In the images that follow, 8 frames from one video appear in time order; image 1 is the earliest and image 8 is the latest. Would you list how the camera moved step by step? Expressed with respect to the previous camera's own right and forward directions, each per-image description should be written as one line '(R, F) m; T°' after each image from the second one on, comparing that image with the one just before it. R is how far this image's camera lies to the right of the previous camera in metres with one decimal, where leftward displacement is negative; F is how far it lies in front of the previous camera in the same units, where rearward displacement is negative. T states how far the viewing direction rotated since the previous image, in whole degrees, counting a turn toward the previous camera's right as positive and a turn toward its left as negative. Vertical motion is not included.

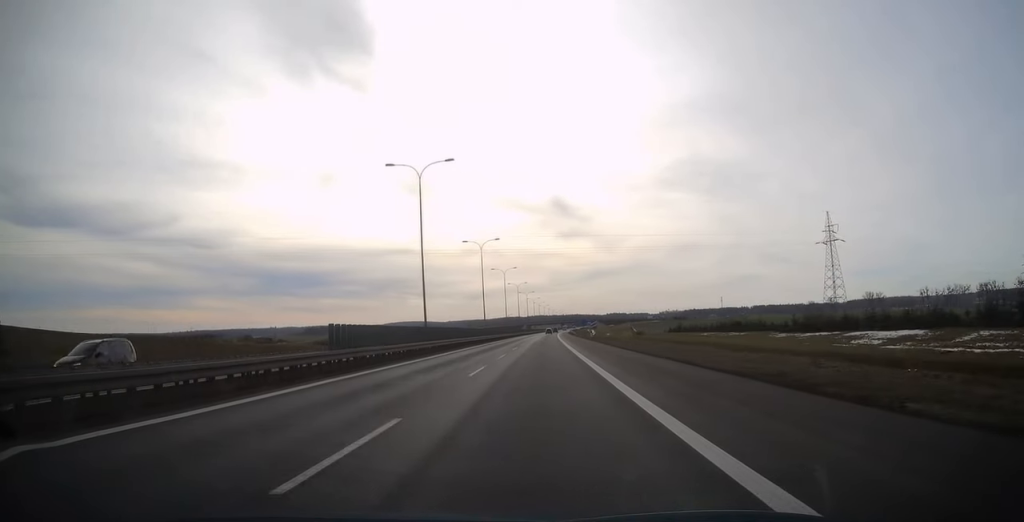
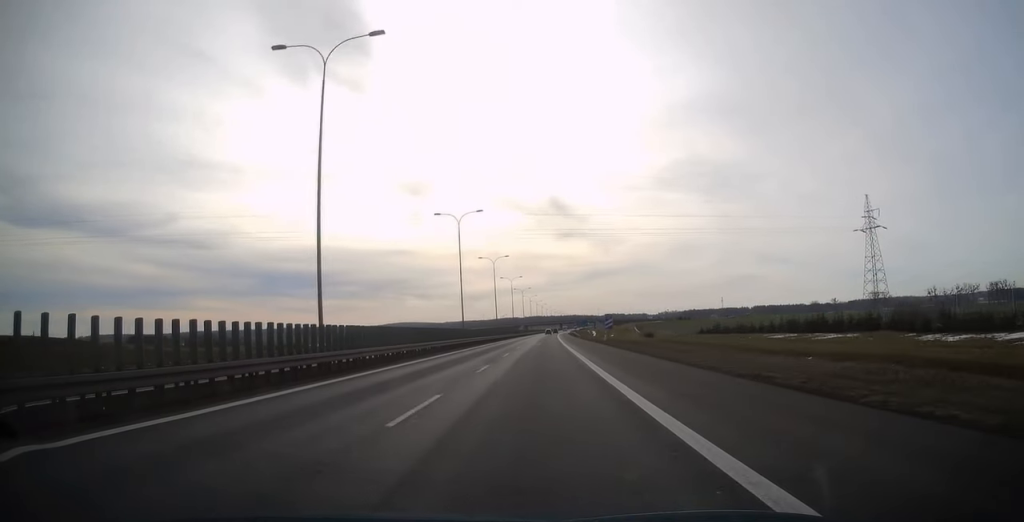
(0.0, +21.0) m; 0°
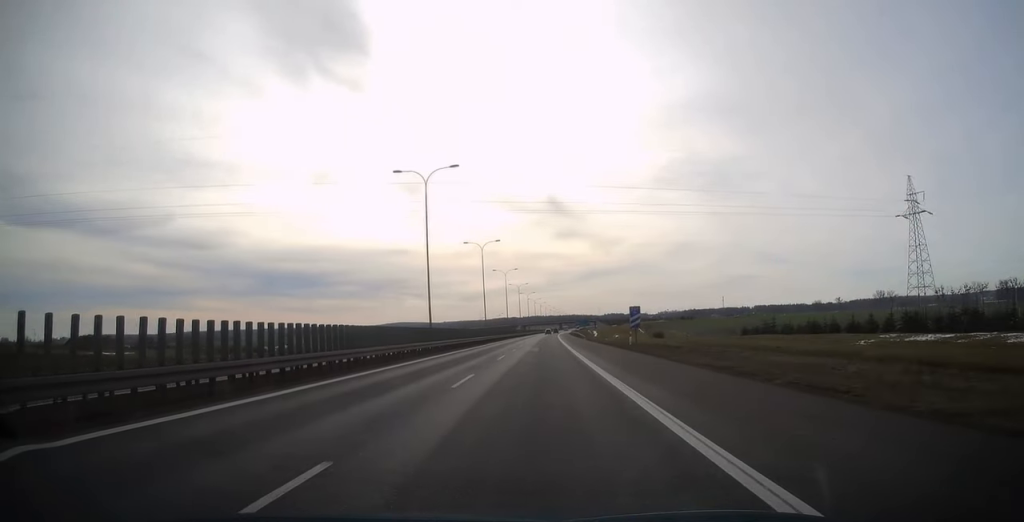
(0.0, +17.9) m; 0°
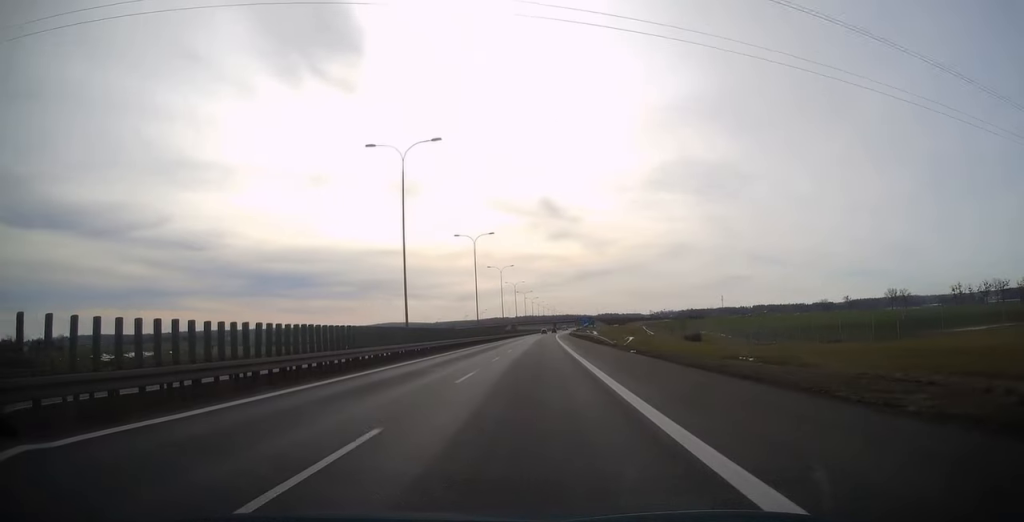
(+0.2, +46.4) m; 0°
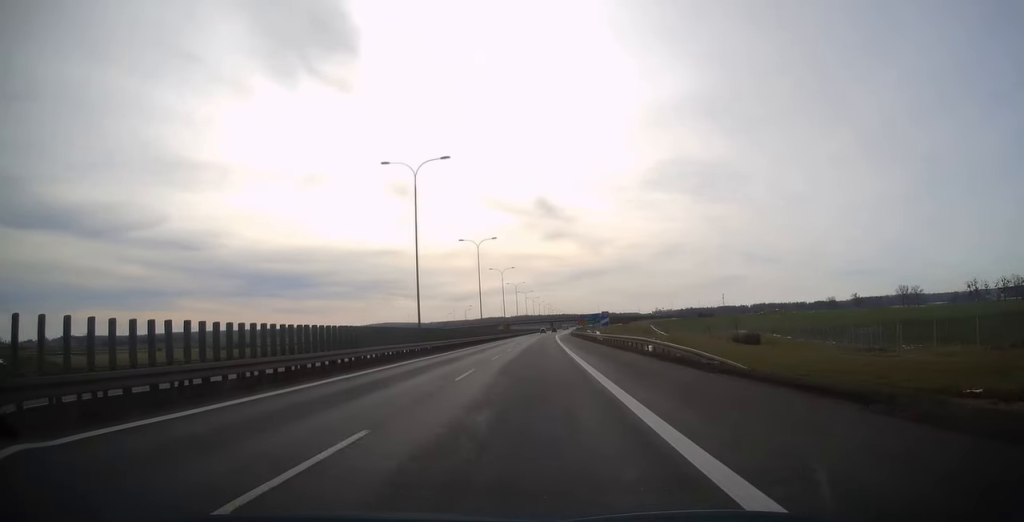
(+0.1, +35.2) m; 0°
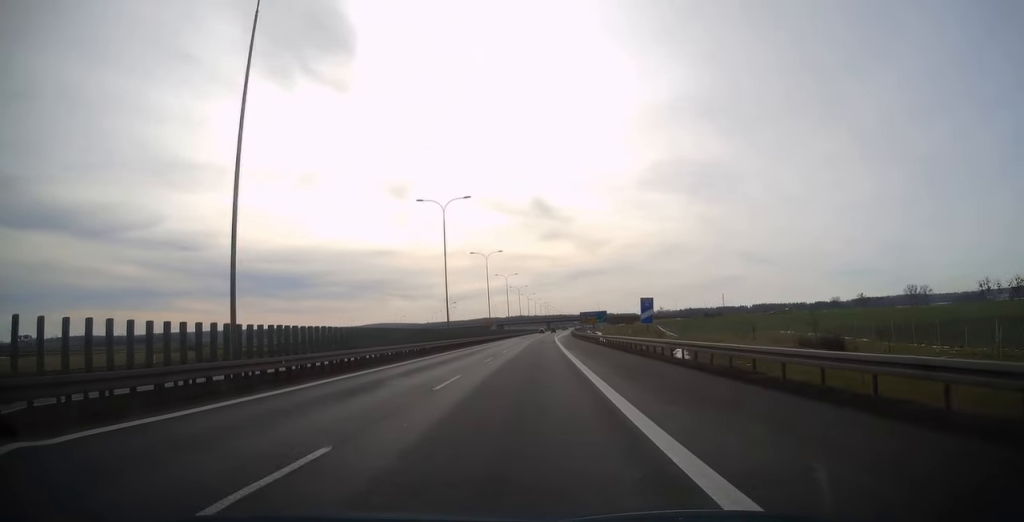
(+0.1, +26.5) m; 0°
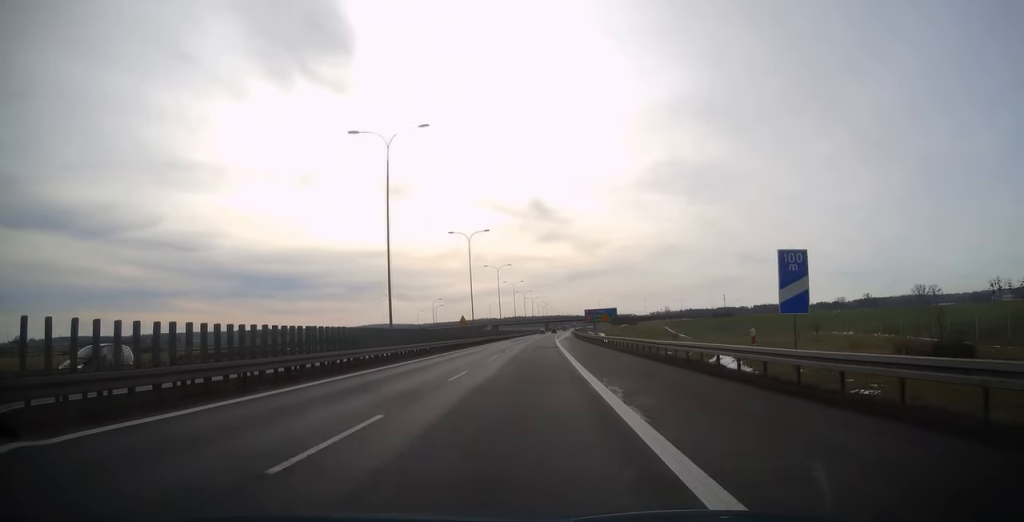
(0.0, +21.0) m; 0°
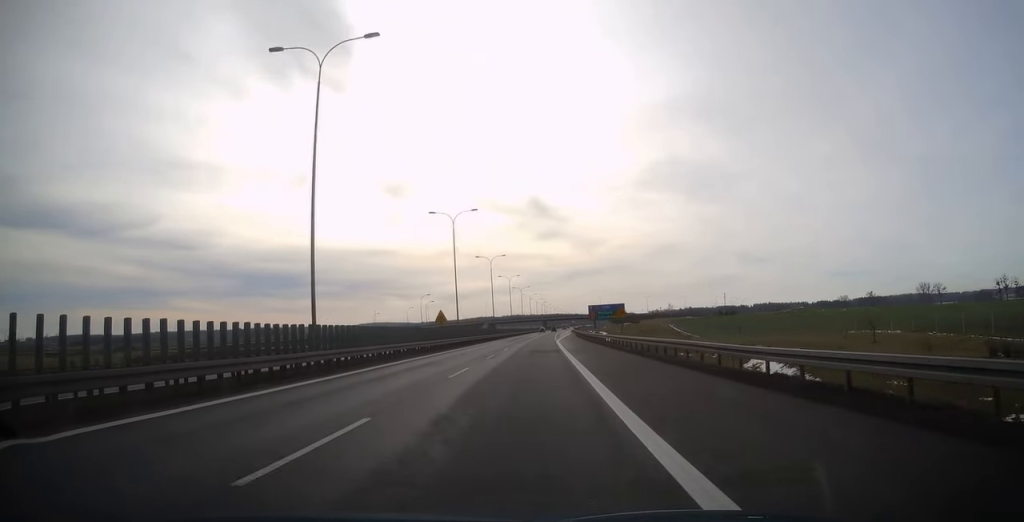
(0.0, +12.3) m; 0°
